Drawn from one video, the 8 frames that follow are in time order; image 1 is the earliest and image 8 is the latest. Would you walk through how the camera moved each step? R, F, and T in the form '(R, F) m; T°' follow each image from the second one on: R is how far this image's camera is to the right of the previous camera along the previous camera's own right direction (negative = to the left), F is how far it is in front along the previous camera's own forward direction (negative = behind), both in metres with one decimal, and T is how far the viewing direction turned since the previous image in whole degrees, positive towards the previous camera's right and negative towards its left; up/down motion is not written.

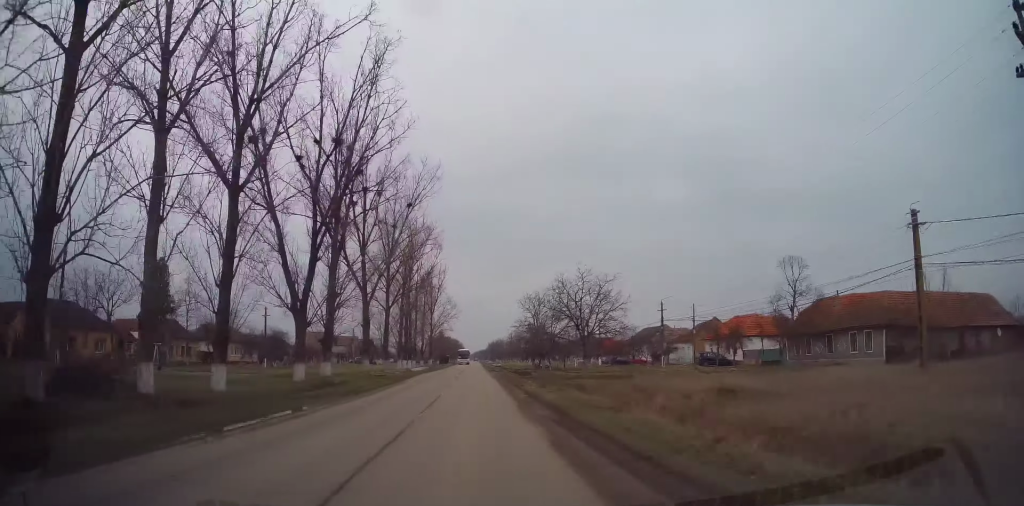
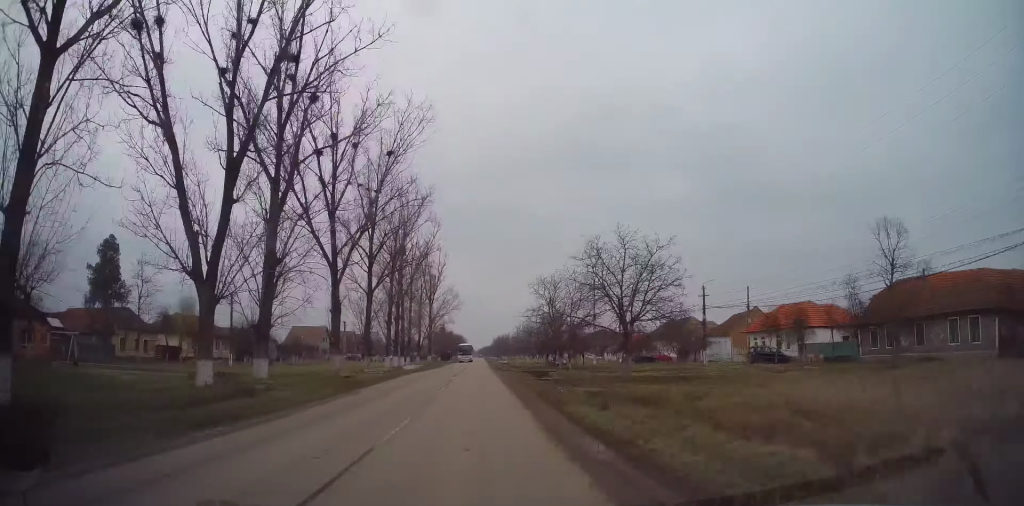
(0.0, +11.3) m; 0°
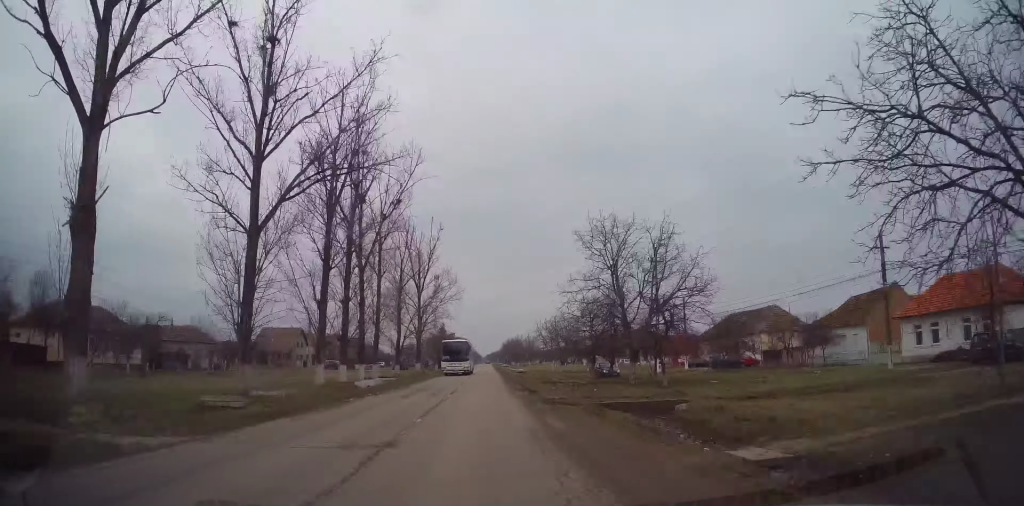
(-0.2, +26.2) m; 0°
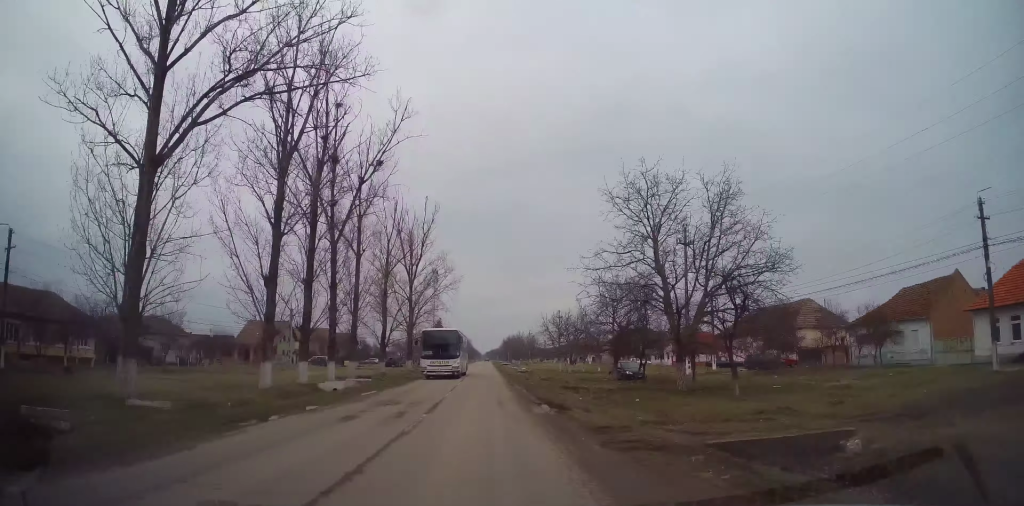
(+0.1, +7.9) m; 0°
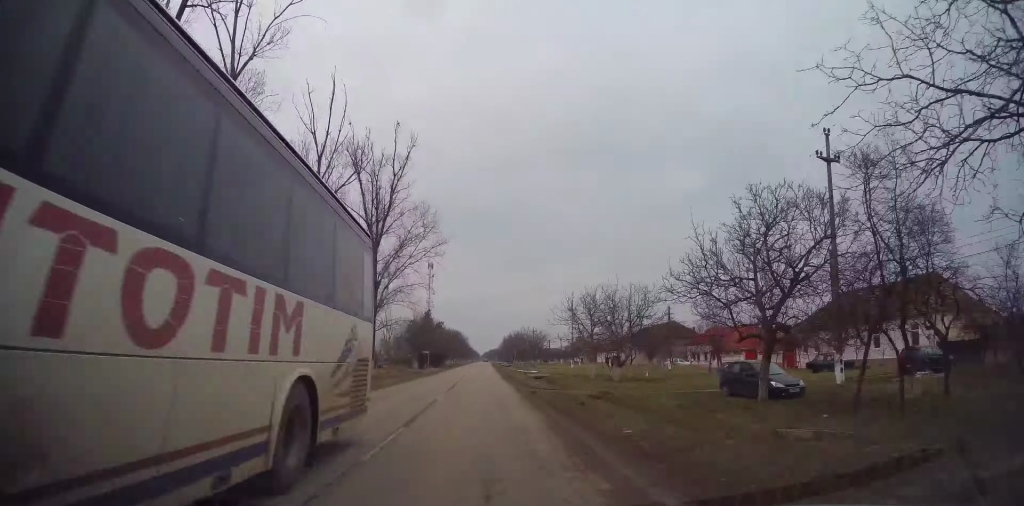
(-0.1, +20.3) m; -1°
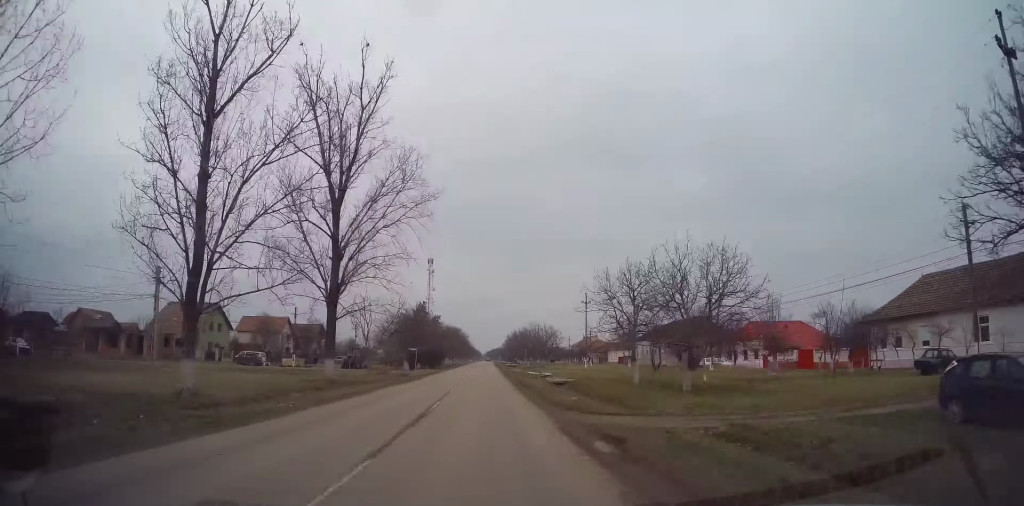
(-0.2, +12.1) m; 0°
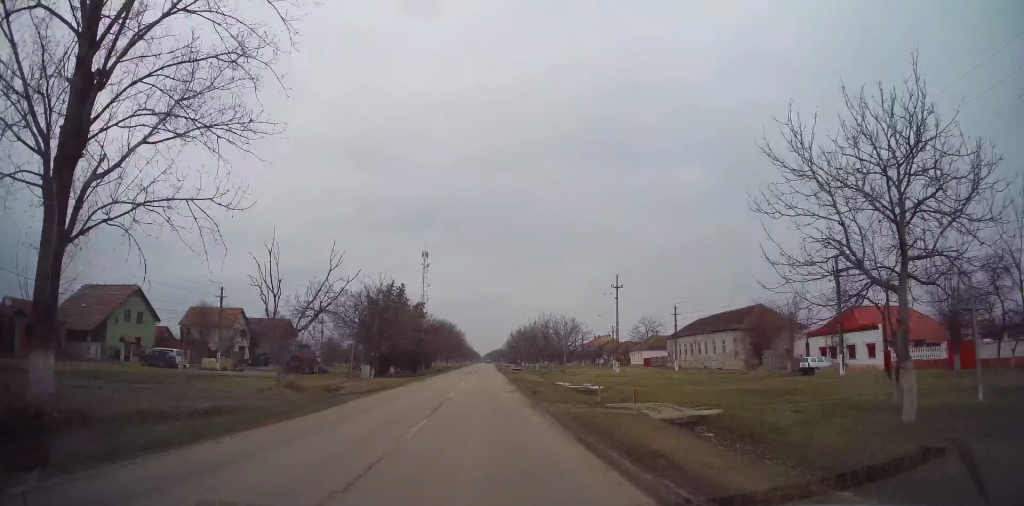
(+0.3, +21.6) m; +2°
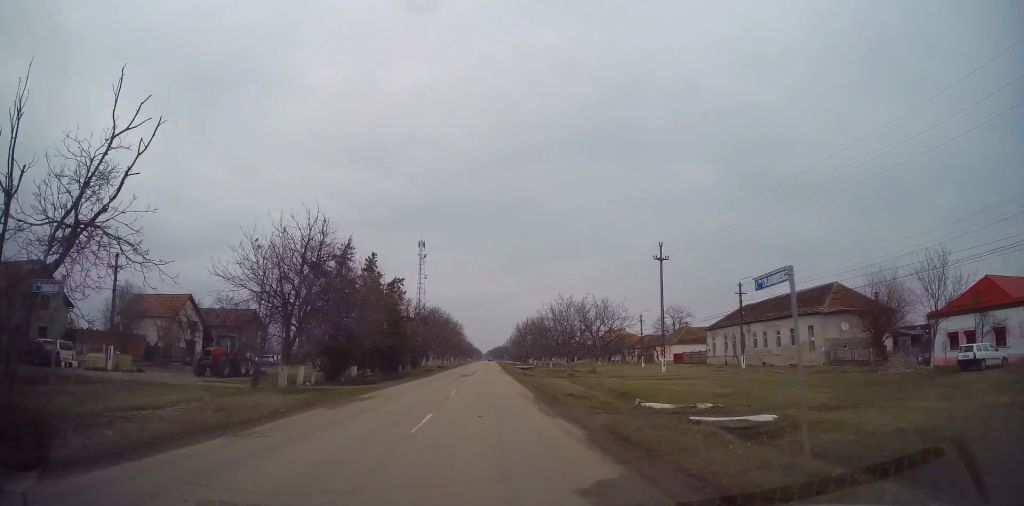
(+0.1, +17.8) m; -1°
